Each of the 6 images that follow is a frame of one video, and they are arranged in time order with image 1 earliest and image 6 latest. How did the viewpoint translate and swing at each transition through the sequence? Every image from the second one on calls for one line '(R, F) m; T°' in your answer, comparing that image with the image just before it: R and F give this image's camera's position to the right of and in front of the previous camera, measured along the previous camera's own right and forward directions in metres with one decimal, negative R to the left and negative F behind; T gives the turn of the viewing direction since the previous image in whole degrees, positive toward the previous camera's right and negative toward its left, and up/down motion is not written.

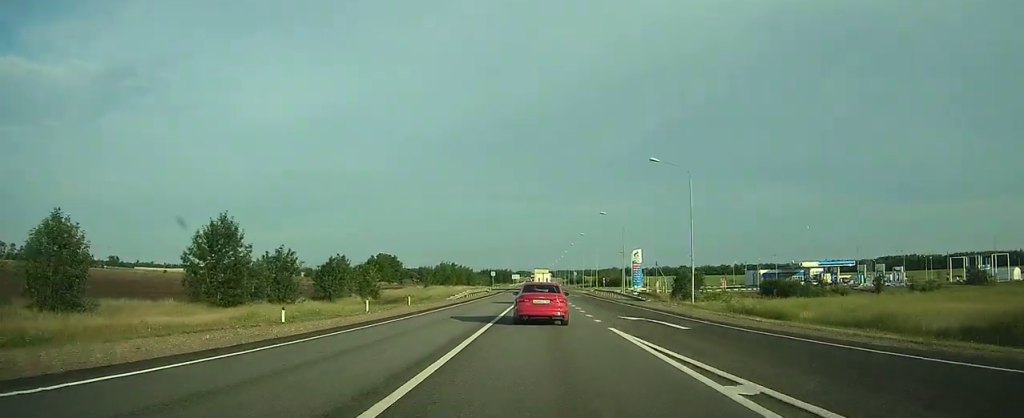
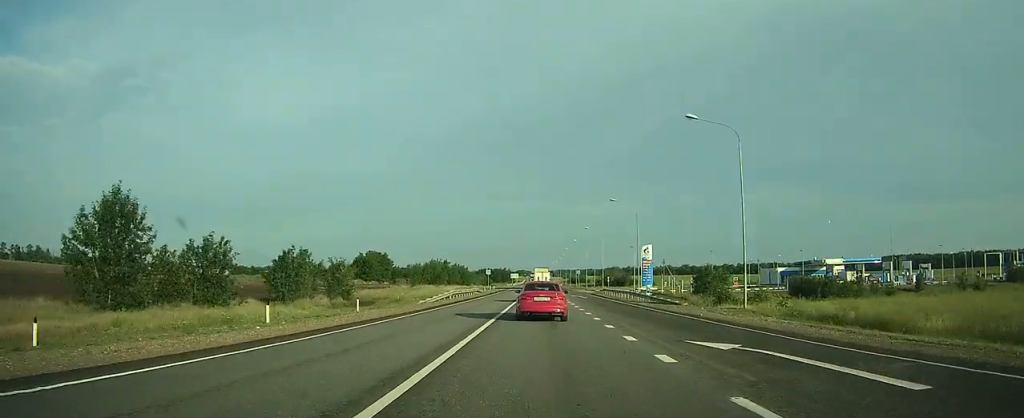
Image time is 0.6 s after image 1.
(0.0, +12.1) m; 0°
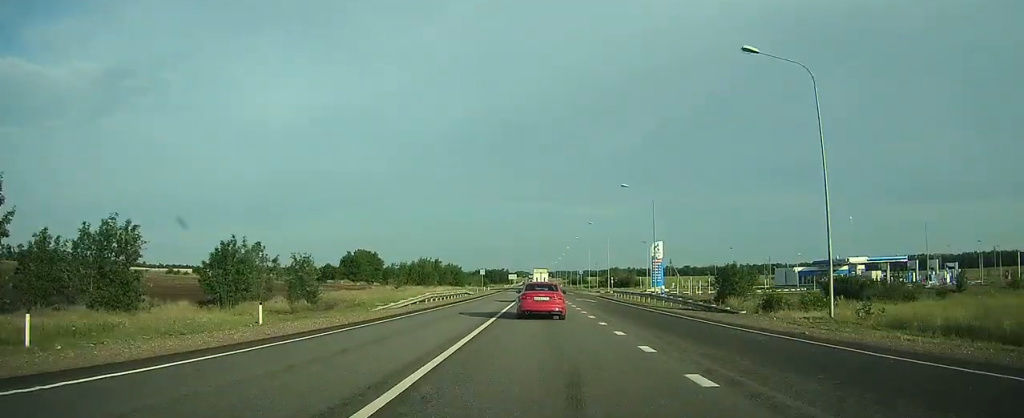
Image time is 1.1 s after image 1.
(0.0, +10.4) m; 0°
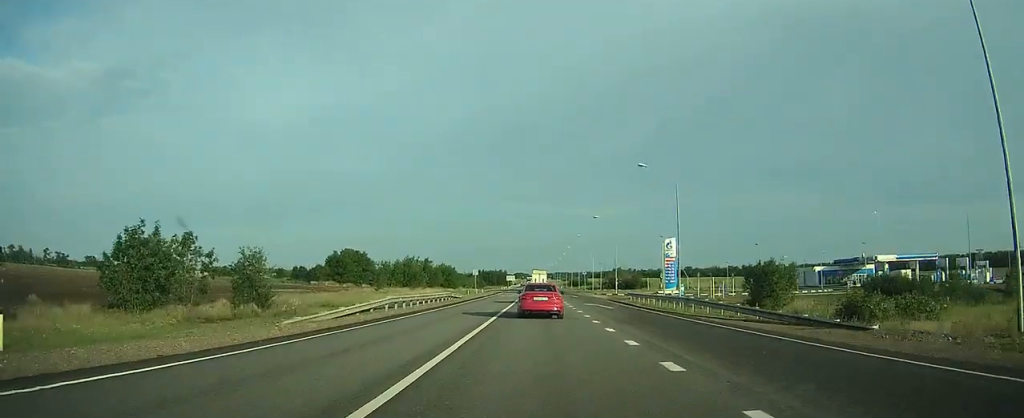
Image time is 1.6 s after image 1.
(0.0, +10.3) m; 0°
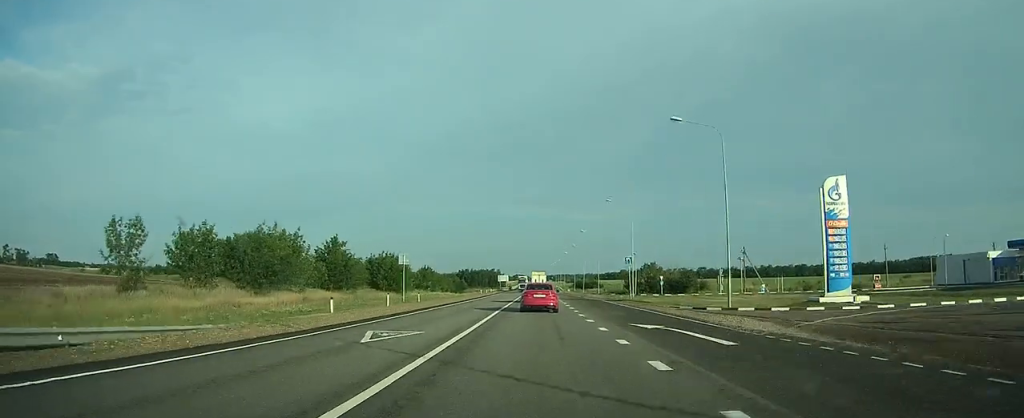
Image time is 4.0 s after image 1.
(+0.1, +50.5) m; 0°
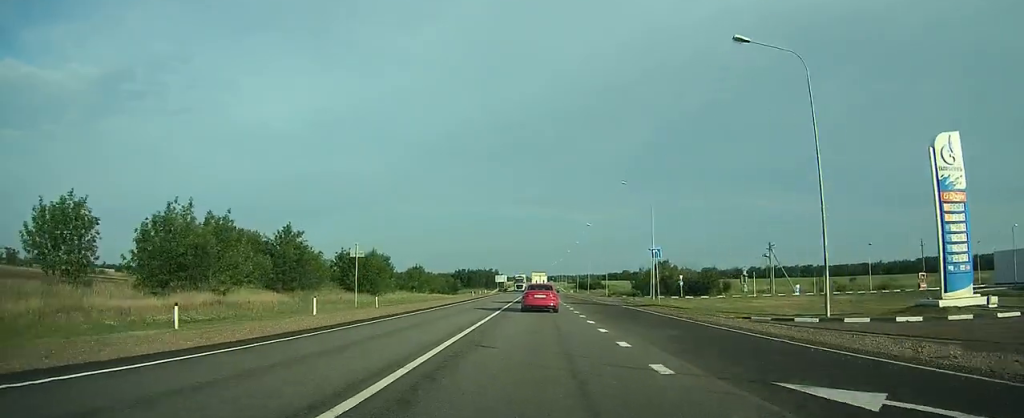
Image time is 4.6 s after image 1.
(0.0, +12.1) m; 0°
